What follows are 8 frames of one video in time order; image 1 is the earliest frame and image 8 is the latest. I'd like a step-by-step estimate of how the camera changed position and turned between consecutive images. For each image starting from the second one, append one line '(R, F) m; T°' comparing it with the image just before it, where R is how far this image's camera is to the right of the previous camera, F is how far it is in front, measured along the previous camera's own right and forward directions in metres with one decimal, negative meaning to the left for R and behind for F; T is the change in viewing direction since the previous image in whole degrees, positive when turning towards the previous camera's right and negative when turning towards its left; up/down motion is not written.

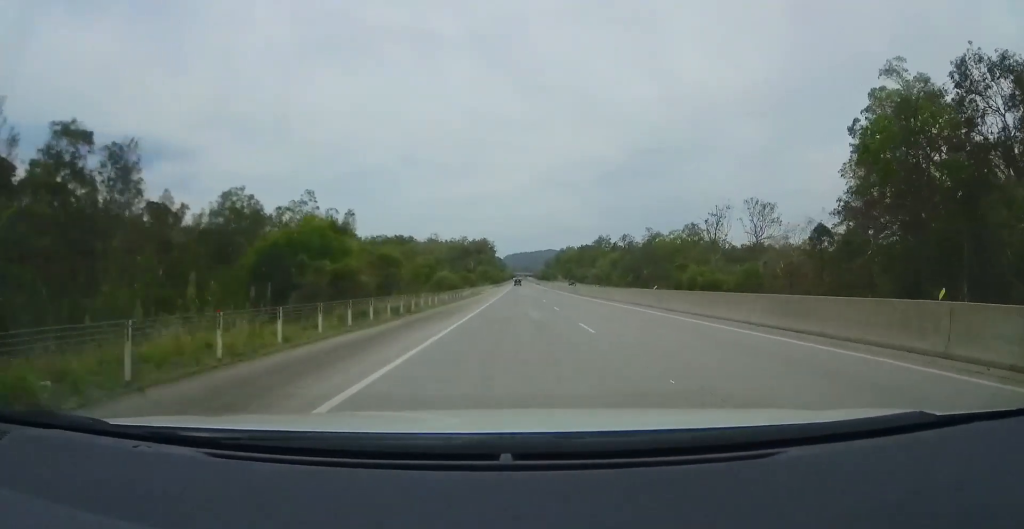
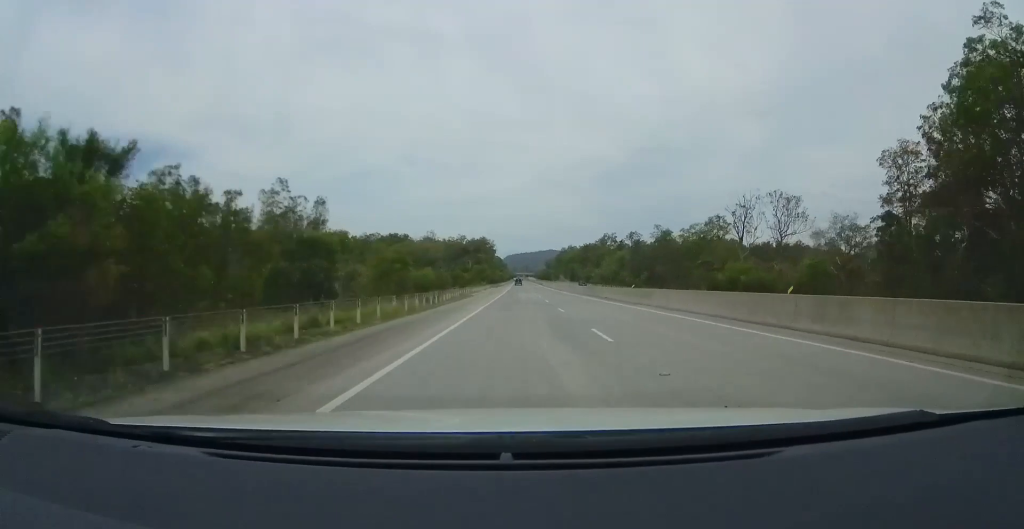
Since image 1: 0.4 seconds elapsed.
(0.0, +13.1) m; 0°
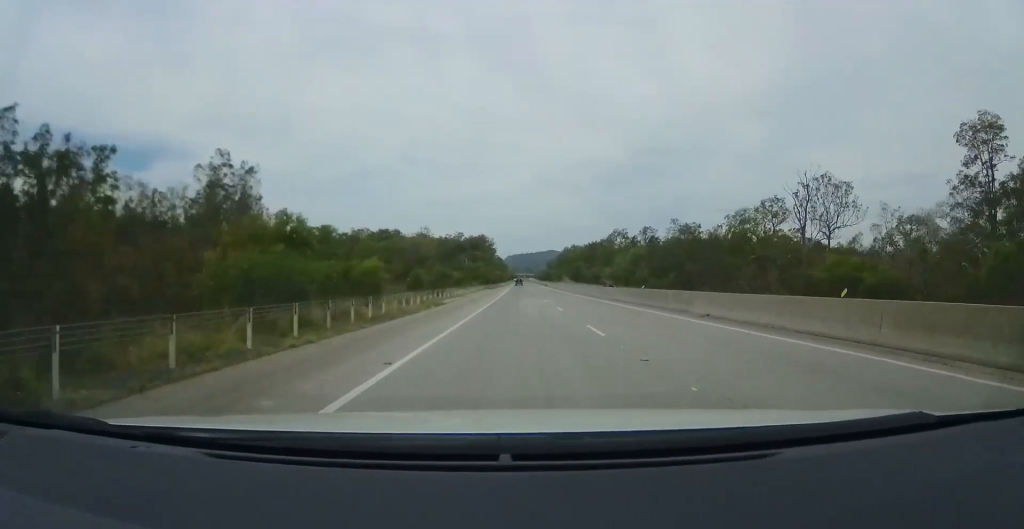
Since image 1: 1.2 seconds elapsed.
(0.0, +22.8) m; 0°
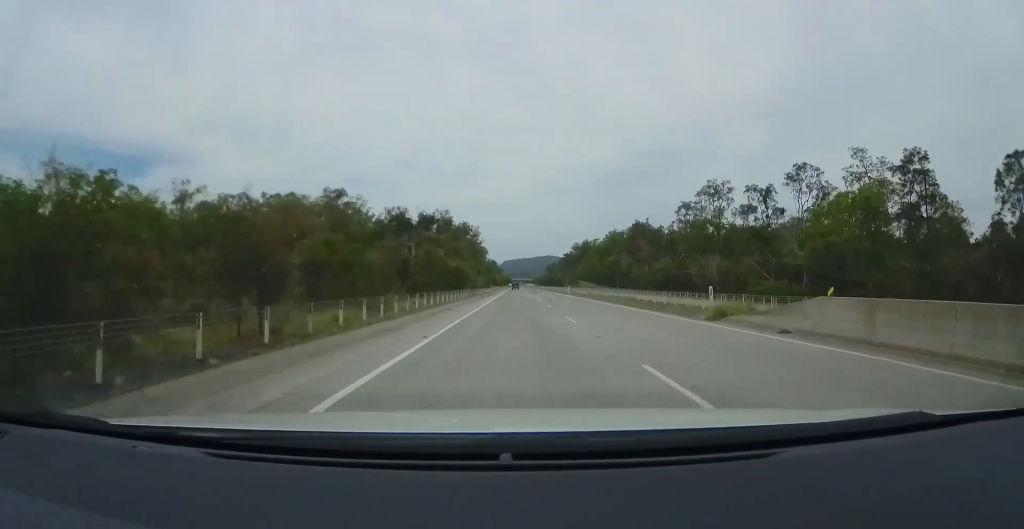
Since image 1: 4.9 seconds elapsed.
(+1.5, +113.0) m; +2°
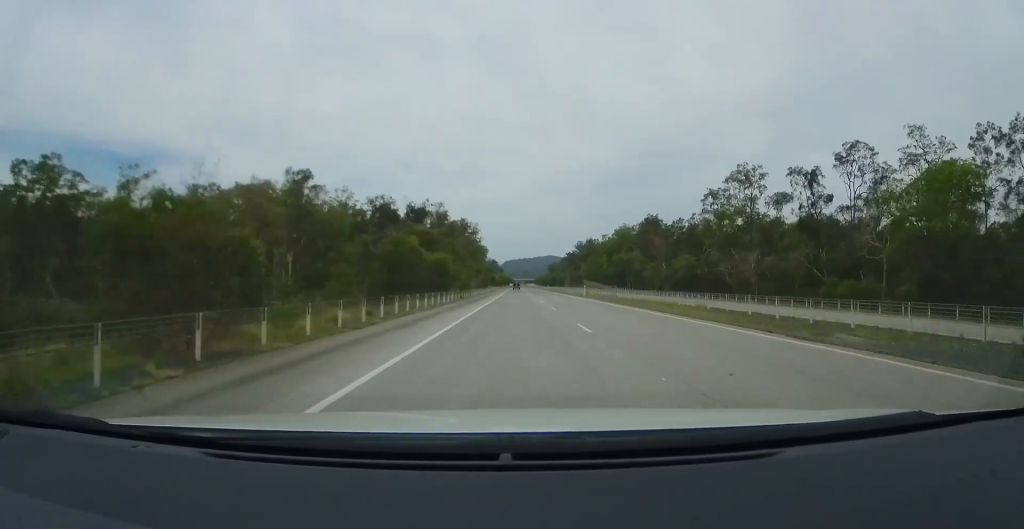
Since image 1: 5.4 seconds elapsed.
(+0.2, +15.6) m; 0°
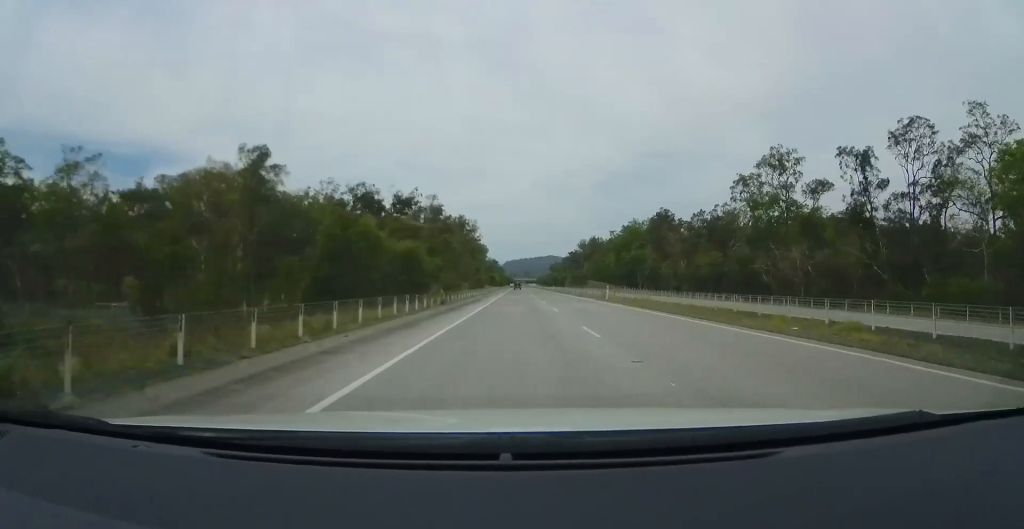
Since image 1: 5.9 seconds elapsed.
(0.0, +13.1) m; 0°
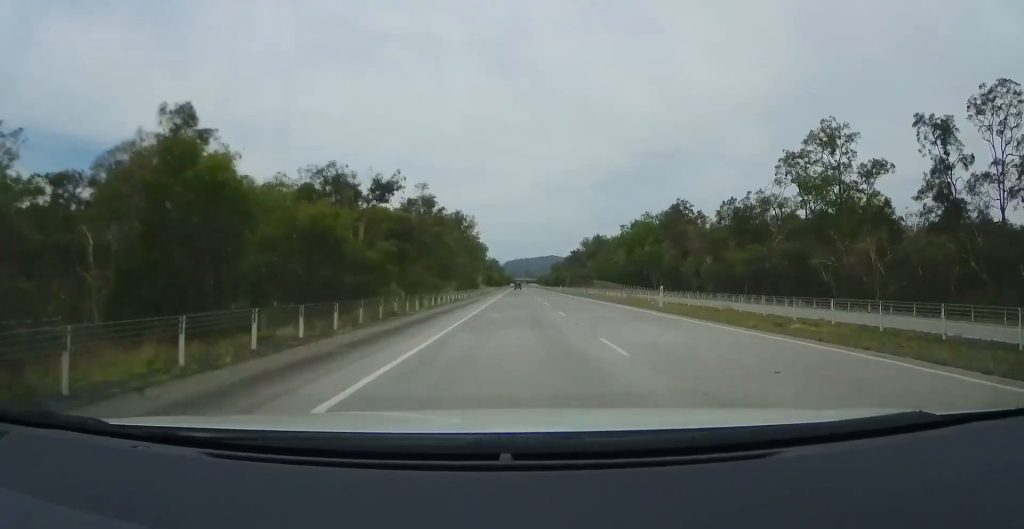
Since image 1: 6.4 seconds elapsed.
(-0.3, +14.2) m; 0°
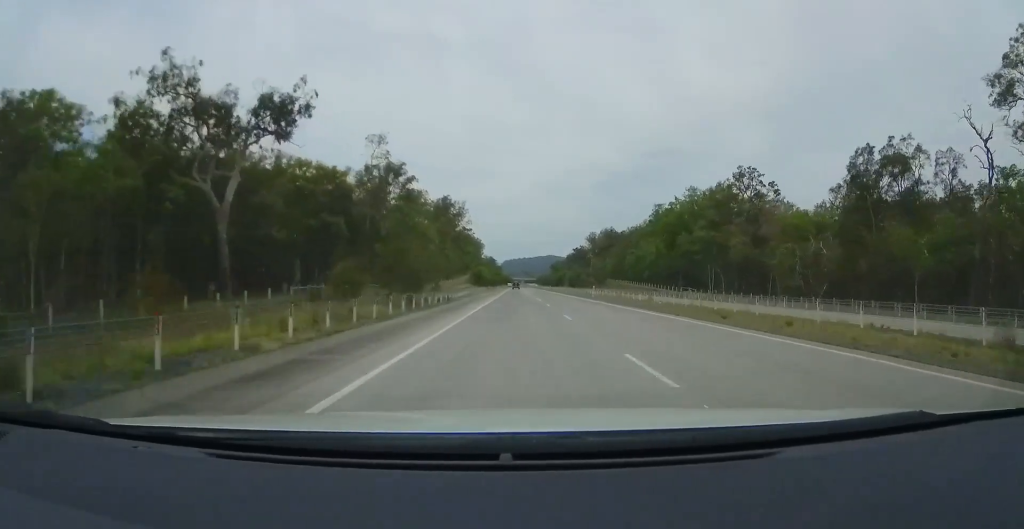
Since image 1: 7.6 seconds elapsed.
(+0.3, +37.7) m; 0°
